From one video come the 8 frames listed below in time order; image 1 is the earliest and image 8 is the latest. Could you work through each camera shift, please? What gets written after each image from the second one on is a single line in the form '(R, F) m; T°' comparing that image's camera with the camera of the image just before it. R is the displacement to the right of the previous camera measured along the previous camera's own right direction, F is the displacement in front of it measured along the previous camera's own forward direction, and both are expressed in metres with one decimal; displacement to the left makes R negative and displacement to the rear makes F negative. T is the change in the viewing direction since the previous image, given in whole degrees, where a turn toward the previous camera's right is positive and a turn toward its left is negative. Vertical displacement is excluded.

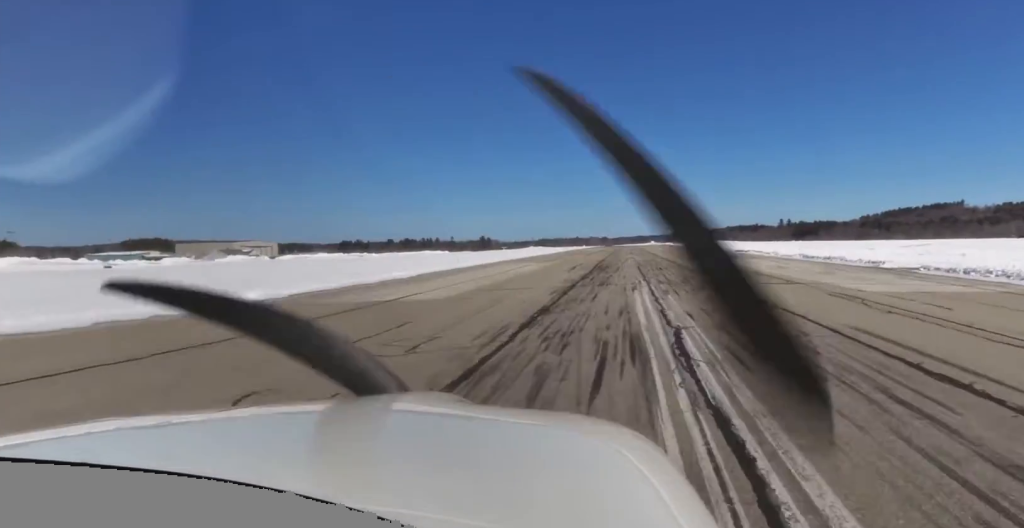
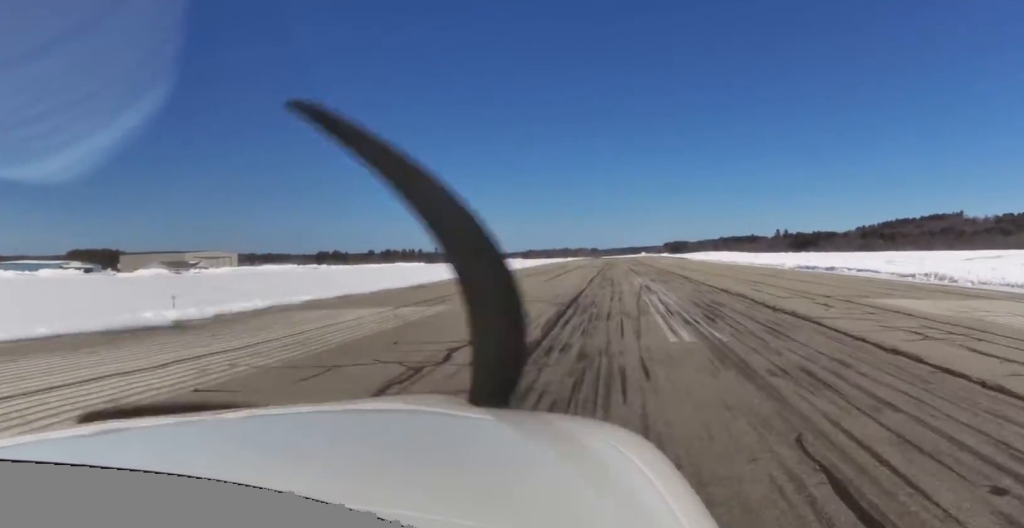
(+0.6, +49.2) m; 0°
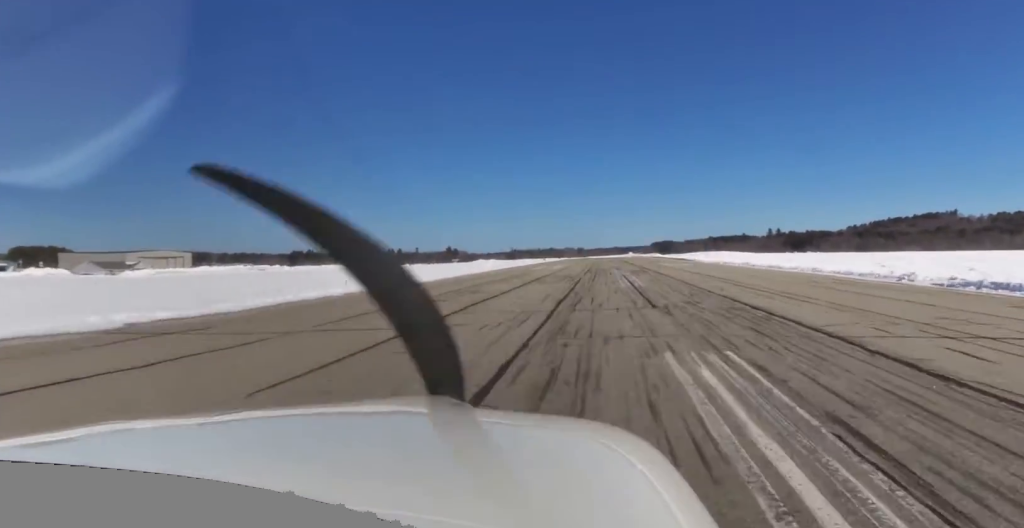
(-1.1, +40.9) m; -1°
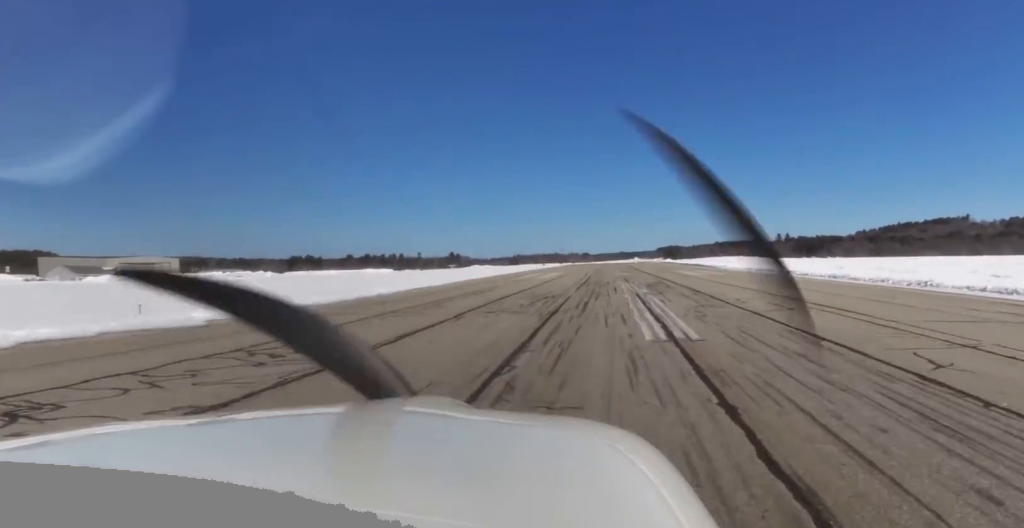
(+0.7, +23.4) m; 0°
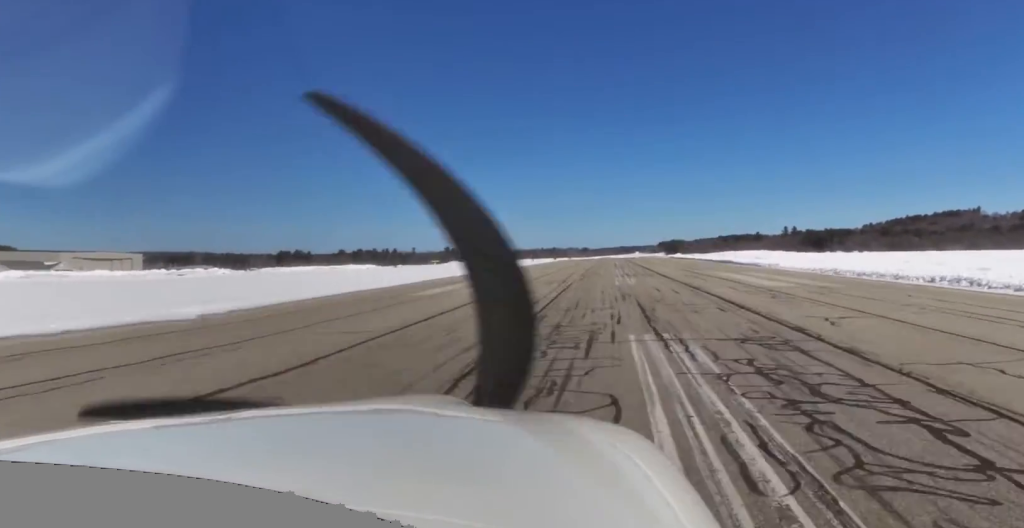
(-0.9, +39.0) m; 0°
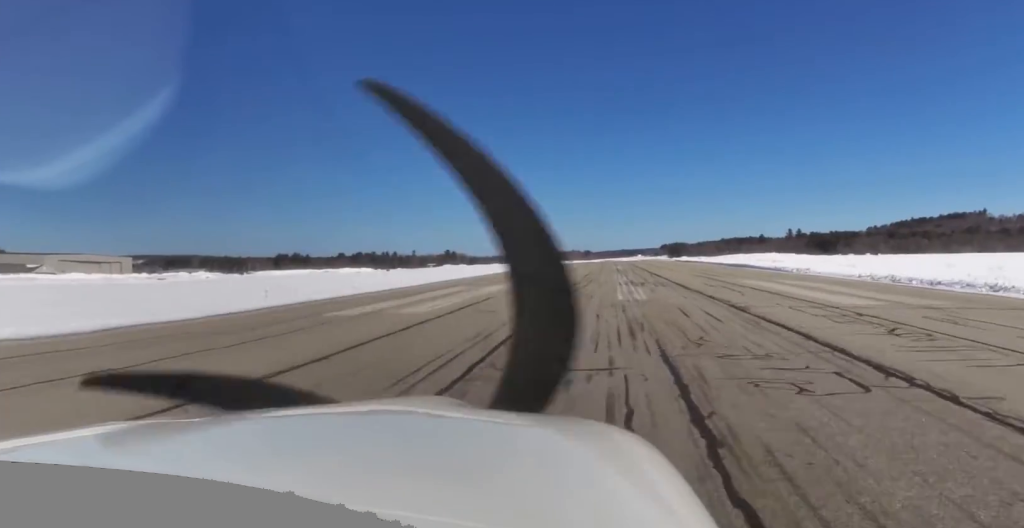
(+0.1, +12.3) m; +1°
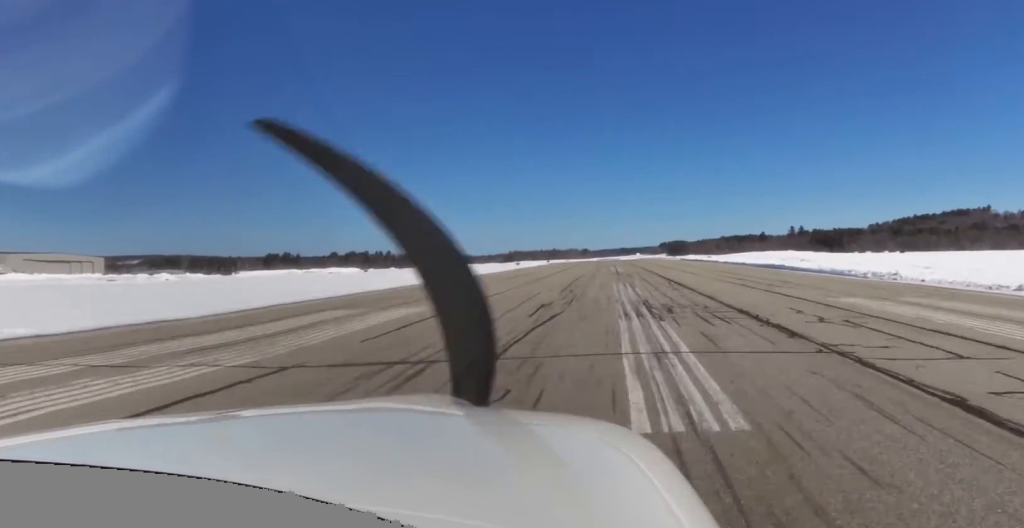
(+0.6, +22.4) m; +1°
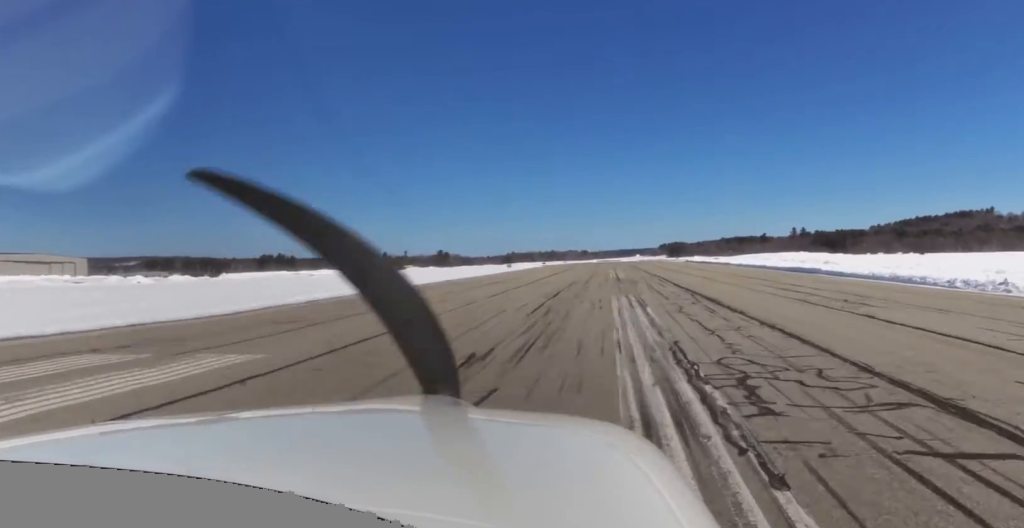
(+0.4, +13.8) m; 0°
